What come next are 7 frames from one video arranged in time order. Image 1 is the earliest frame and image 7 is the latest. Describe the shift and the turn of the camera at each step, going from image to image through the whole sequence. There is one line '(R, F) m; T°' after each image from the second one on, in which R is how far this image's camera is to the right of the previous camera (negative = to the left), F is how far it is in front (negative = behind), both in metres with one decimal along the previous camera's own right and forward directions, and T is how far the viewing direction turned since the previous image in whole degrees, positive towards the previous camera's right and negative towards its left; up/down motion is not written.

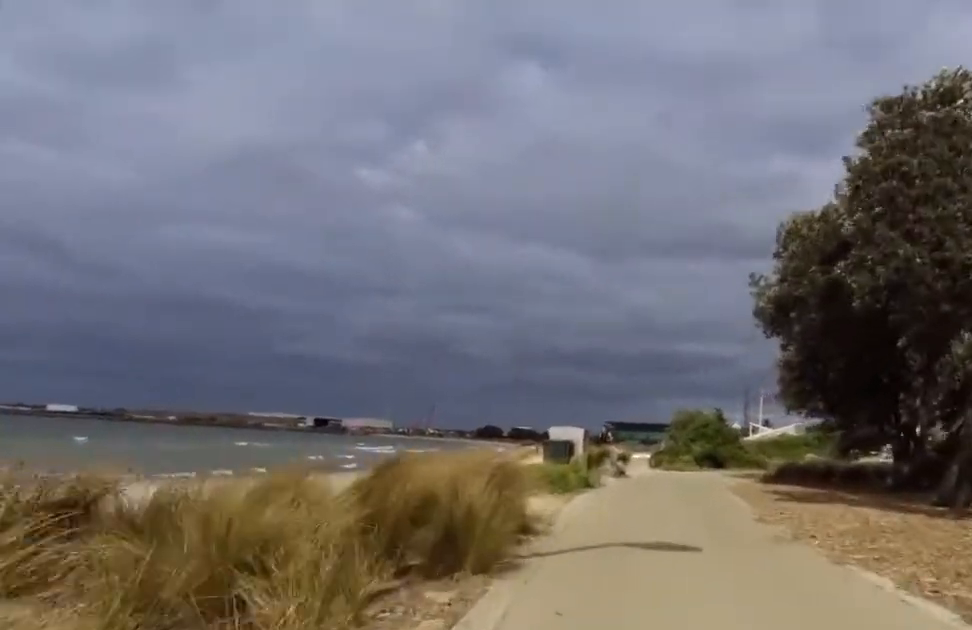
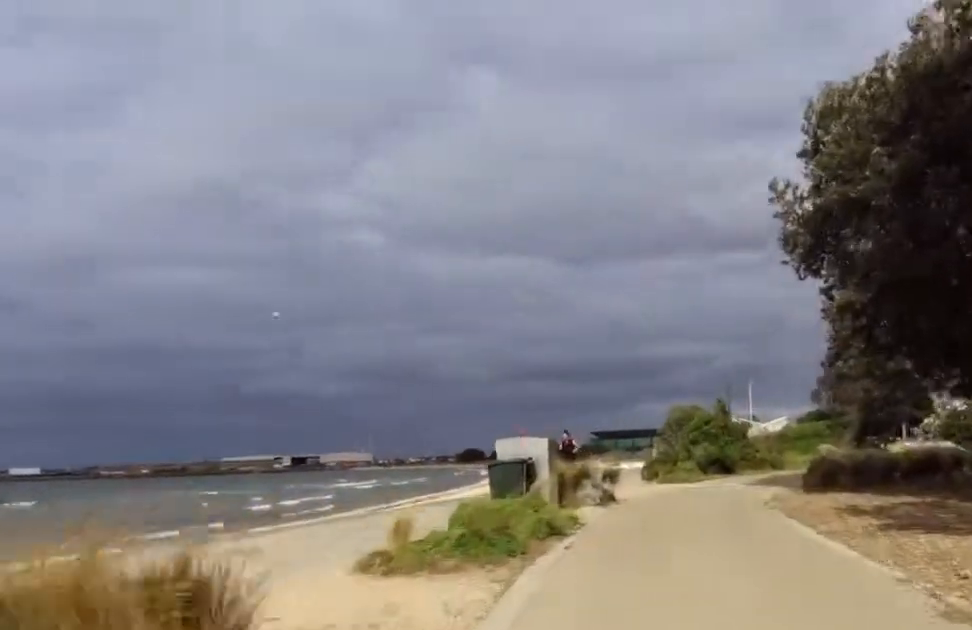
(+1.1, +6.0) m; 0°
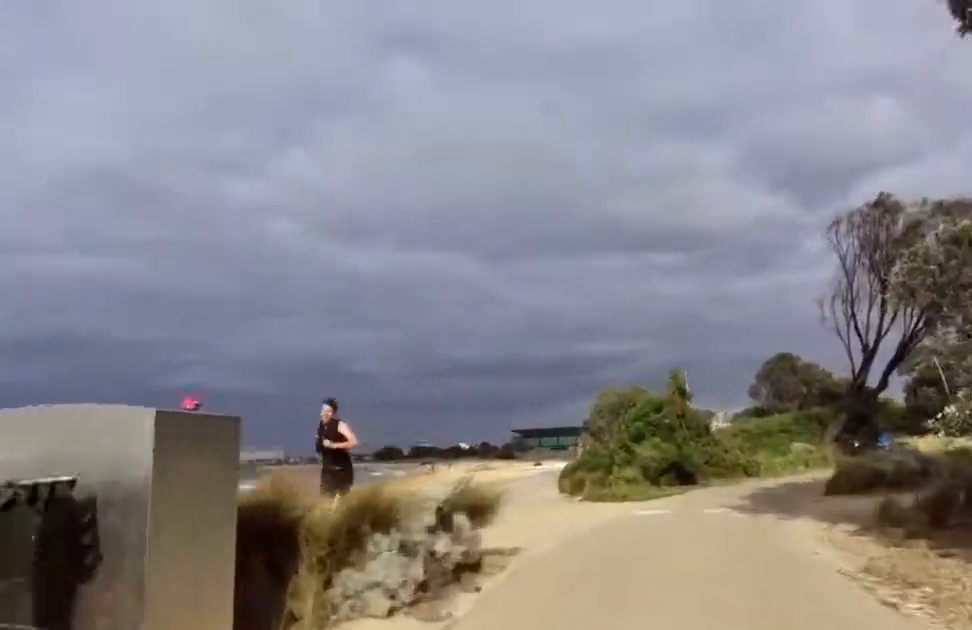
(-0.9, +9.0) m; +1°
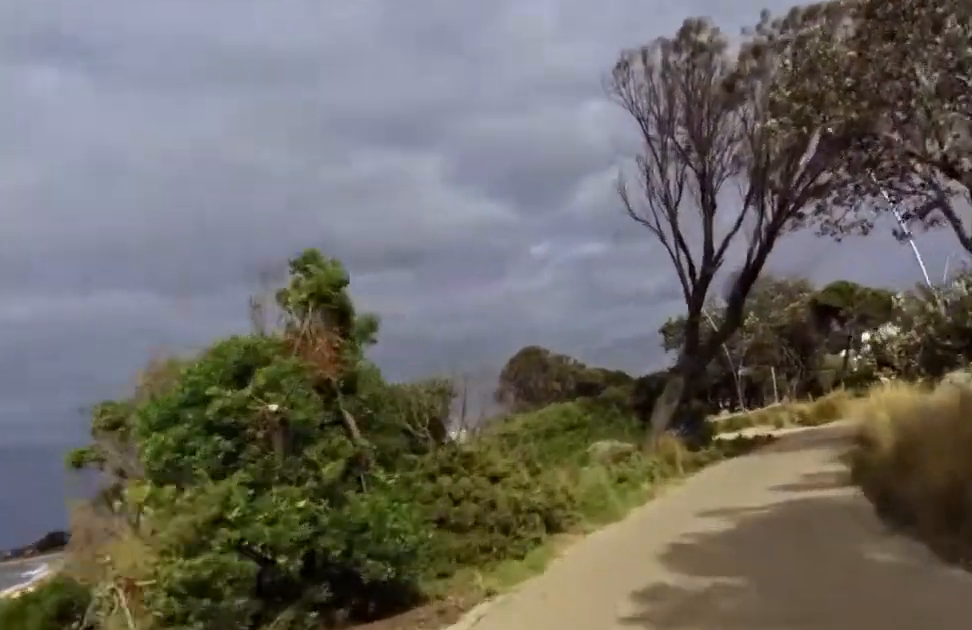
(+2.4, +12.4) m; +19°
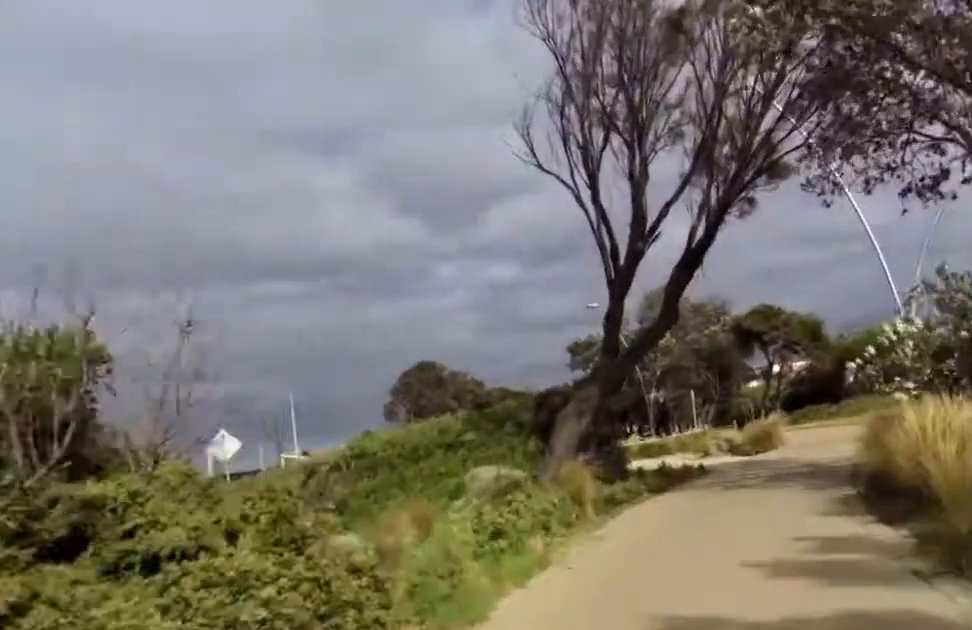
(0.0, +4.1) m; +6°
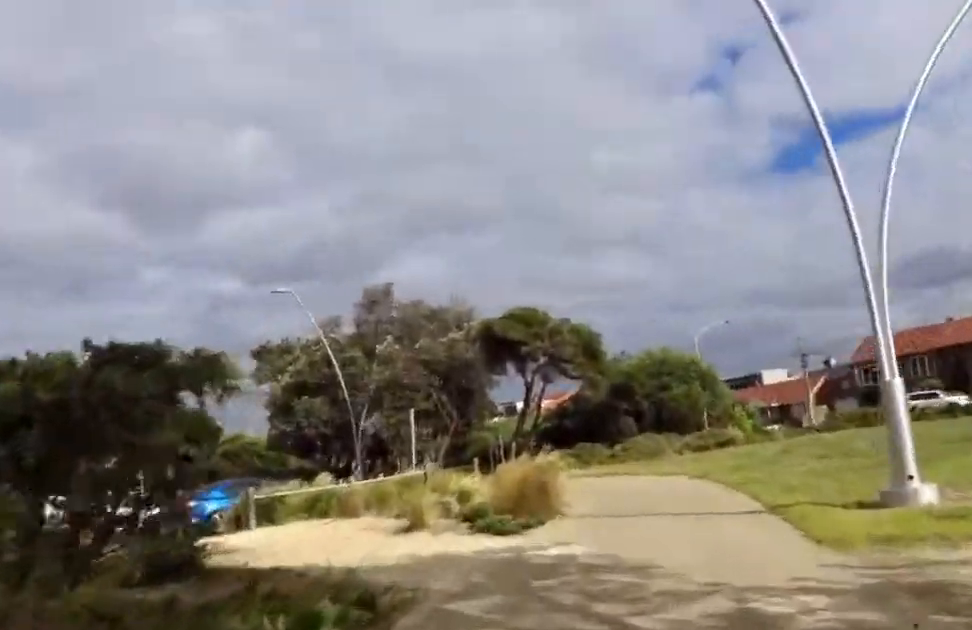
(+1.6, +10.8) m; +18°
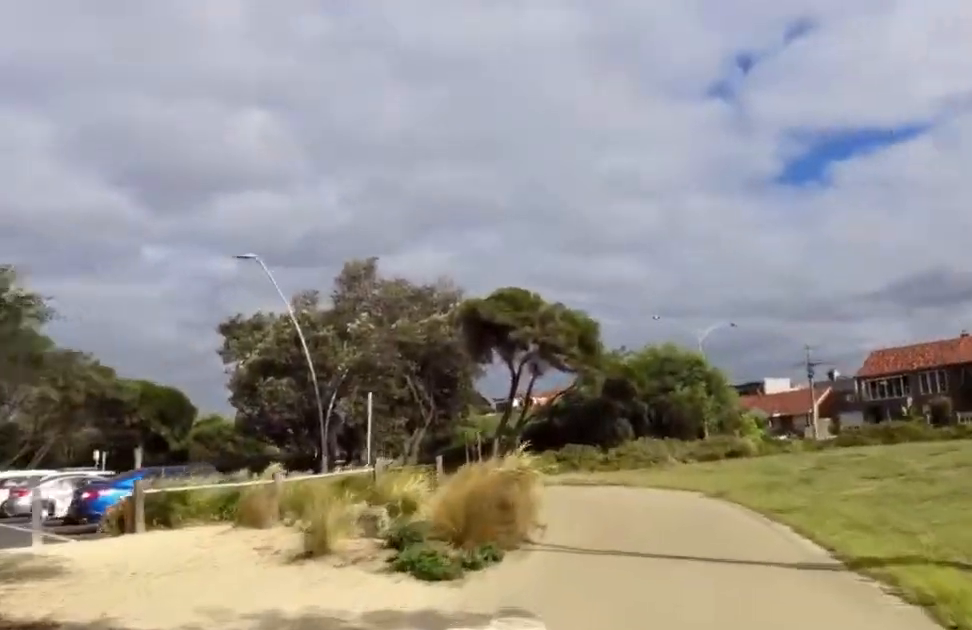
(-0.1, +3.3) m; +5°
